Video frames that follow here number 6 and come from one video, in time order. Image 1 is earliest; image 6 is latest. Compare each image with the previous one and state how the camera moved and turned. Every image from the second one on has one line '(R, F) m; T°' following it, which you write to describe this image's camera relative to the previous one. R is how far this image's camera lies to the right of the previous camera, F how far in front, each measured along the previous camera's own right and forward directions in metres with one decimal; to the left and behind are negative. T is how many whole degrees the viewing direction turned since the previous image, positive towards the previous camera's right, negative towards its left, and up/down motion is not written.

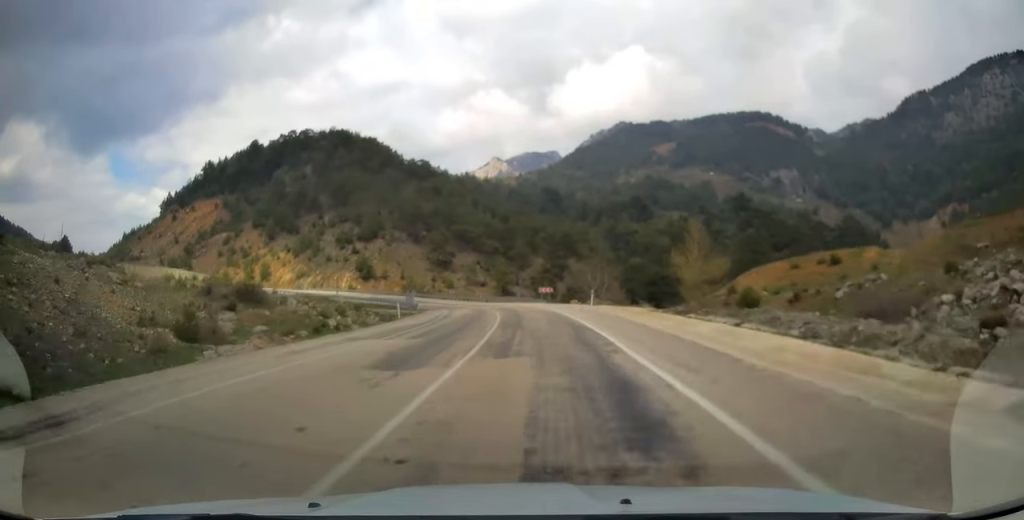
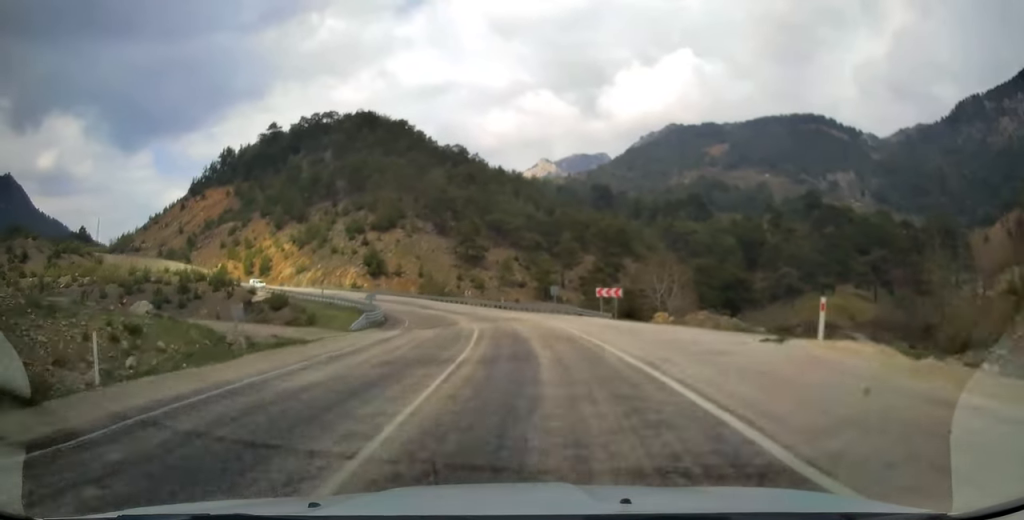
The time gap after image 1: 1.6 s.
(-1.0, +31.8) m; -5°
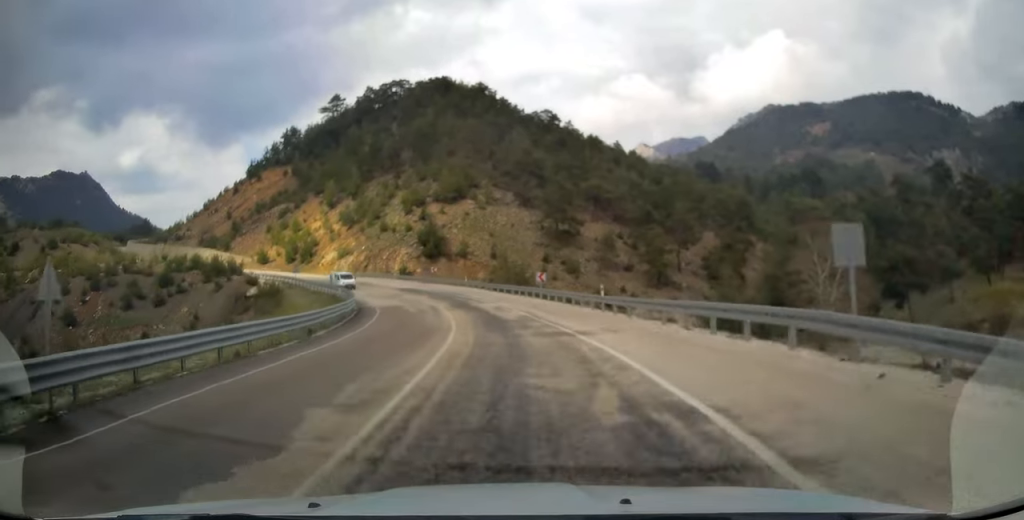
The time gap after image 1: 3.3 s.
(-2.2, +33.9) m; -10°
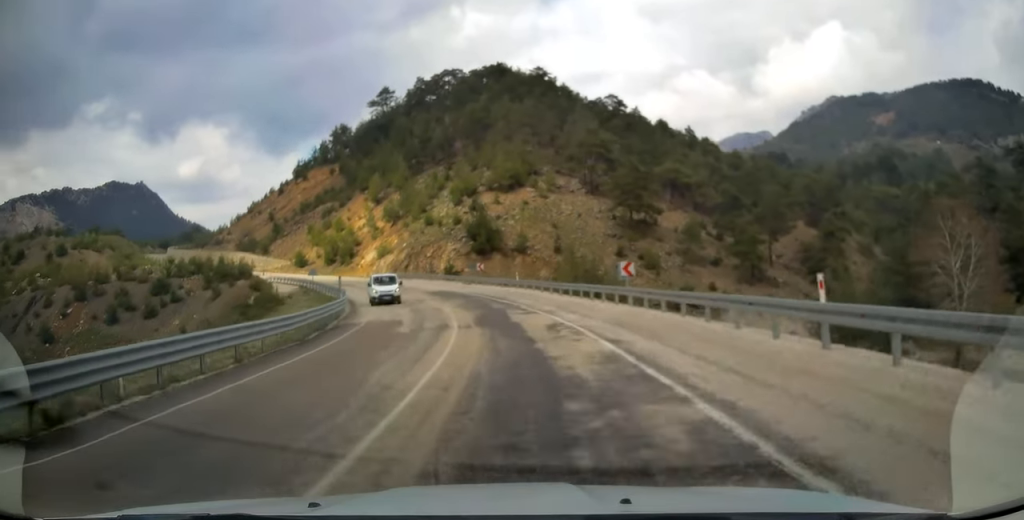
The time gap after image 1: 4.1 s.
(-1.1, +16.5) m; -6°
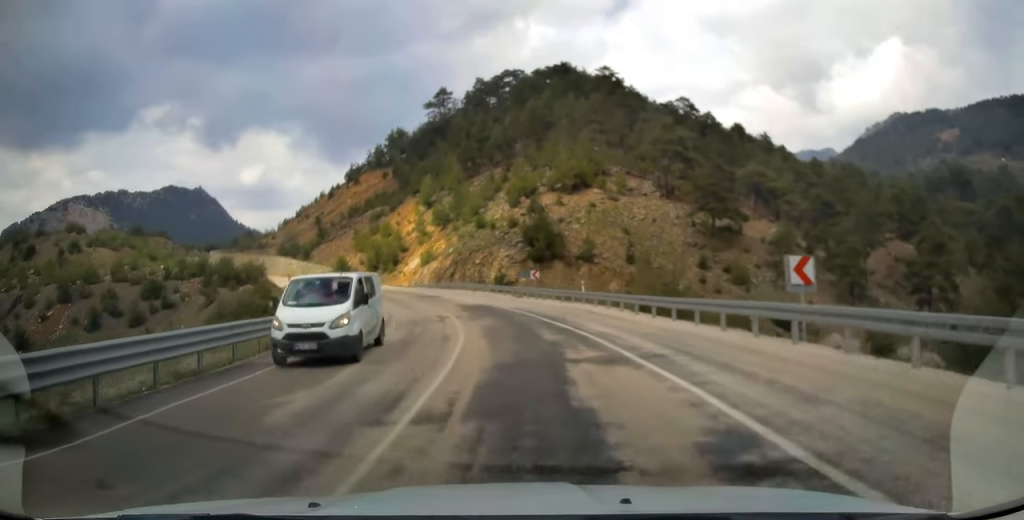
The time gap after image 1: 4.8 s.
(-0.7, +13.2) m; -6°
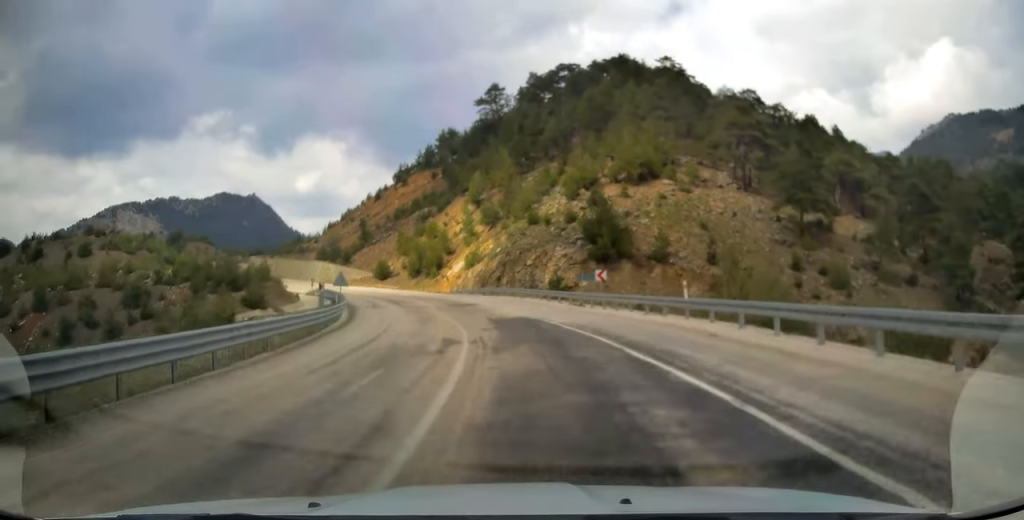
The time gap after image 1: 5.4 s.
(-0.2, +11.9) m; -5°
